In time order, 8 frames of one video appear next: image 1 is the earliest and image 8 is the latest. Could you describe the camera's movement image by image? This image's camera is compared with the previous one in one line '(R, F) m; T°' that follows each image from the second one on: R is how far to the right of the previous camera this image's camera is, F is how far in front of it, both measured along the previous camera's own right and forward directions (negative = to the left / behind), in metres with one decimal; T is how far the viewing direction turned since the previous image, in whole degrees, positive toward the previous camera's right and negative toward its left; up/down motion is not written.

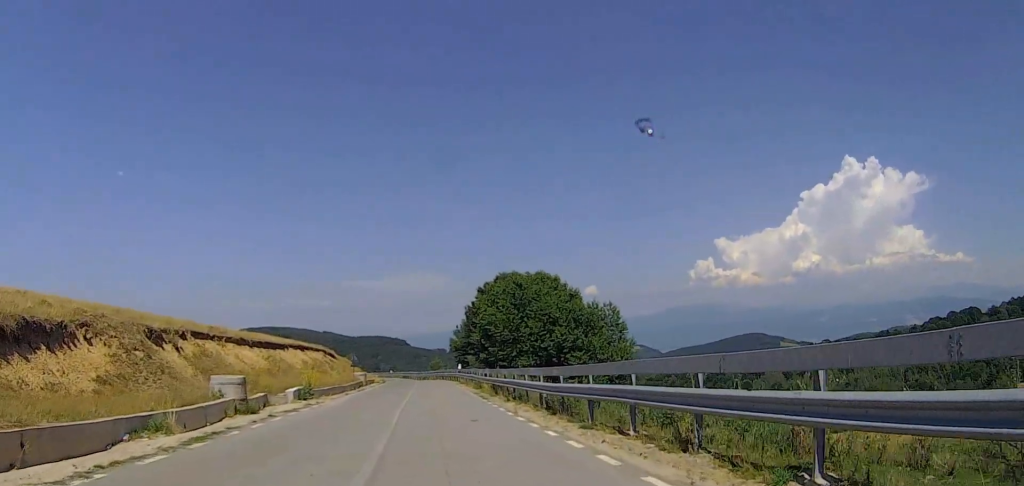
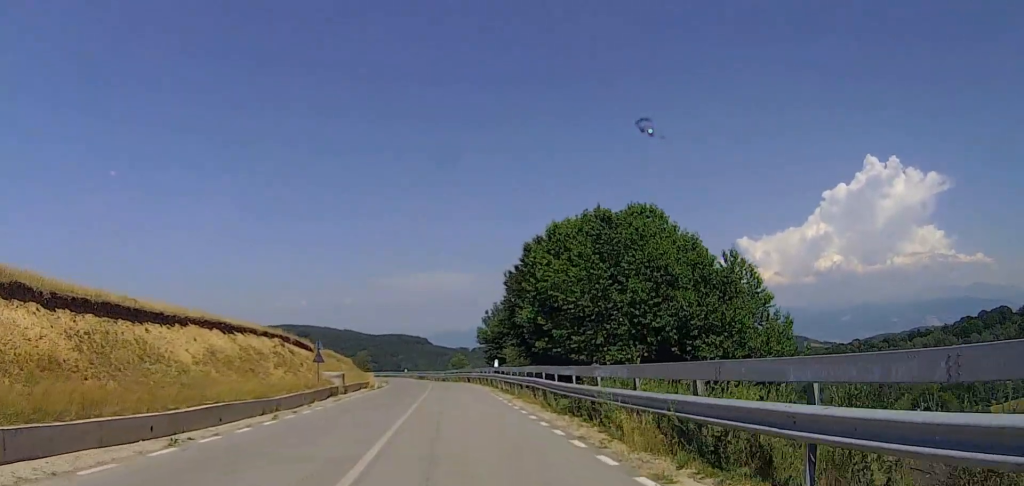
(-1.5, +23.2) m; -7°
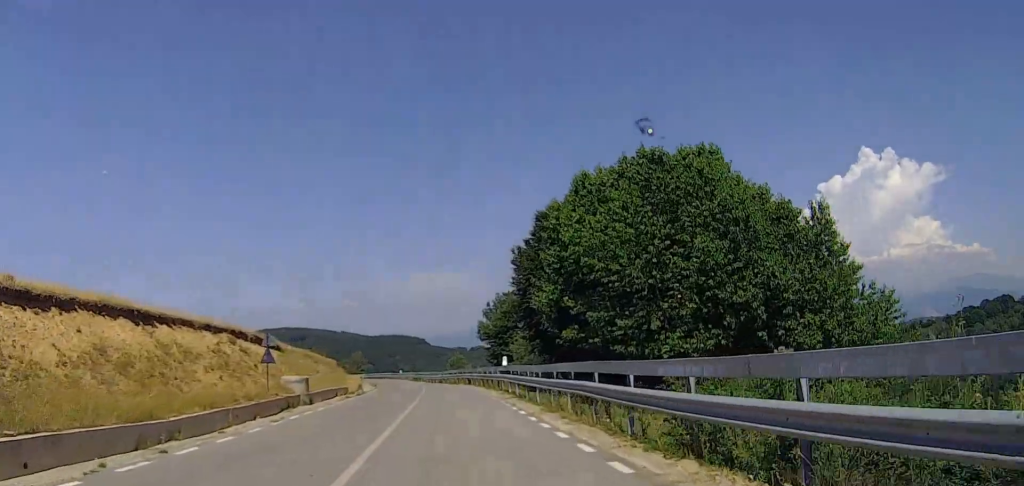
(+0.1, +9.0) m; +1°
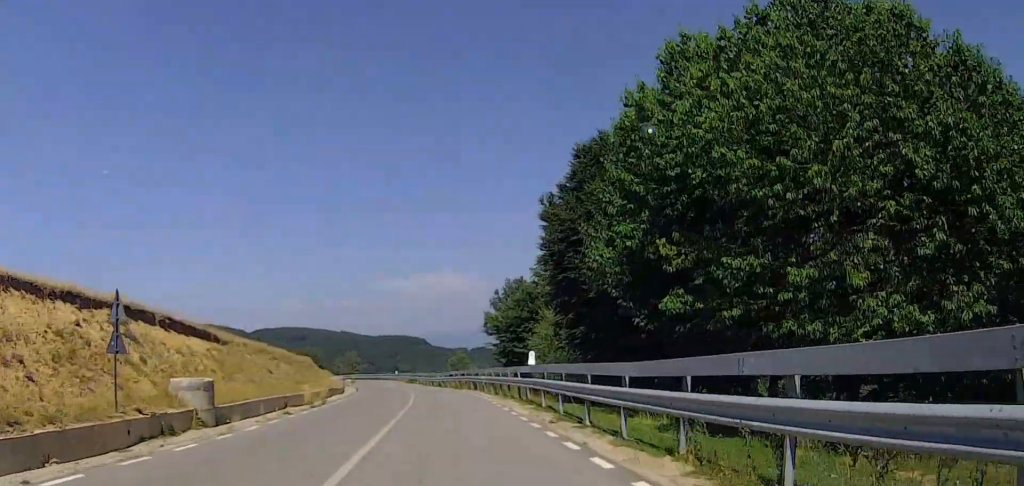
(+0.4, +11.4) m; +2°
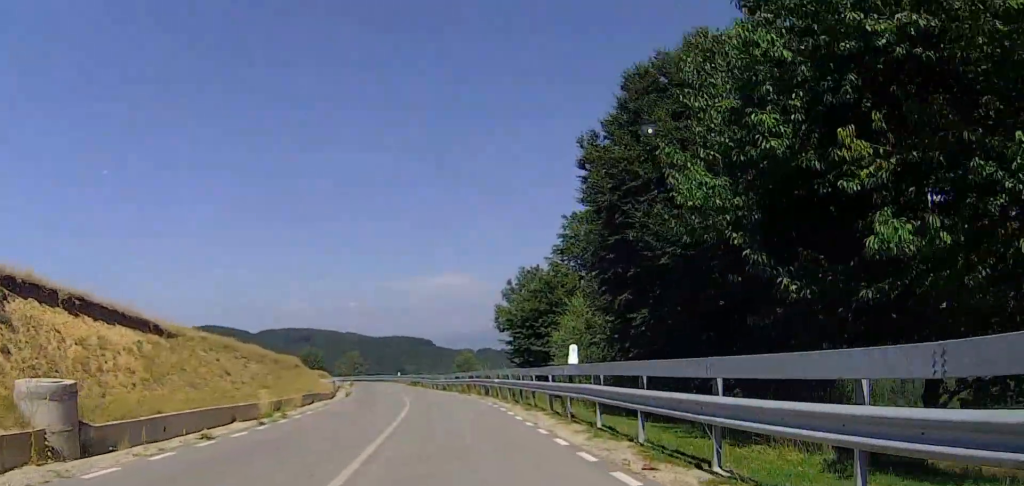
(0.0, +7.3) m; 0°
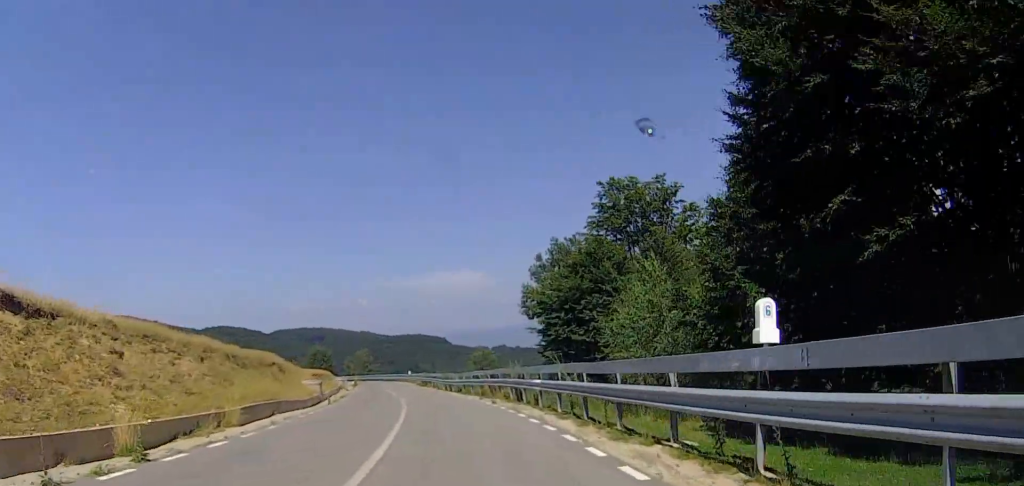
(0.0, +9.7) m; 0°
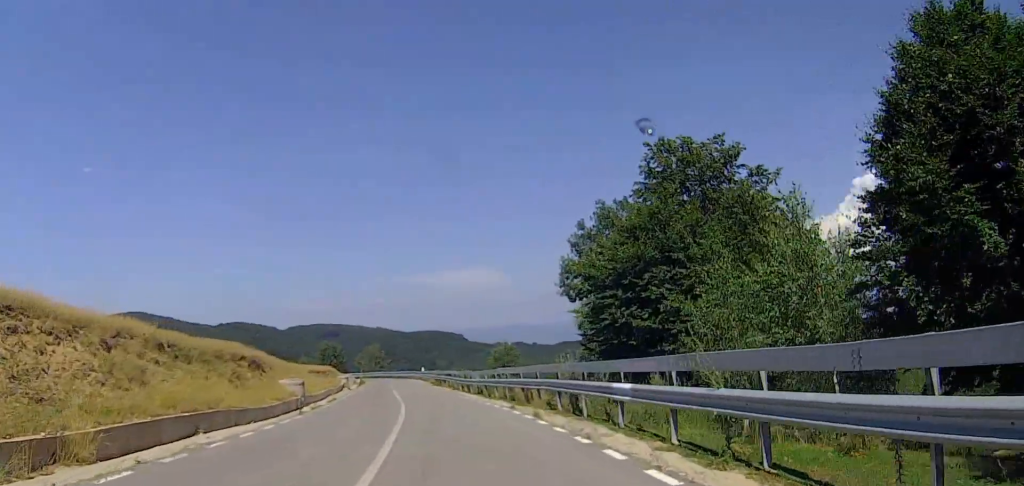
(0.0, +8.3) m; 0°
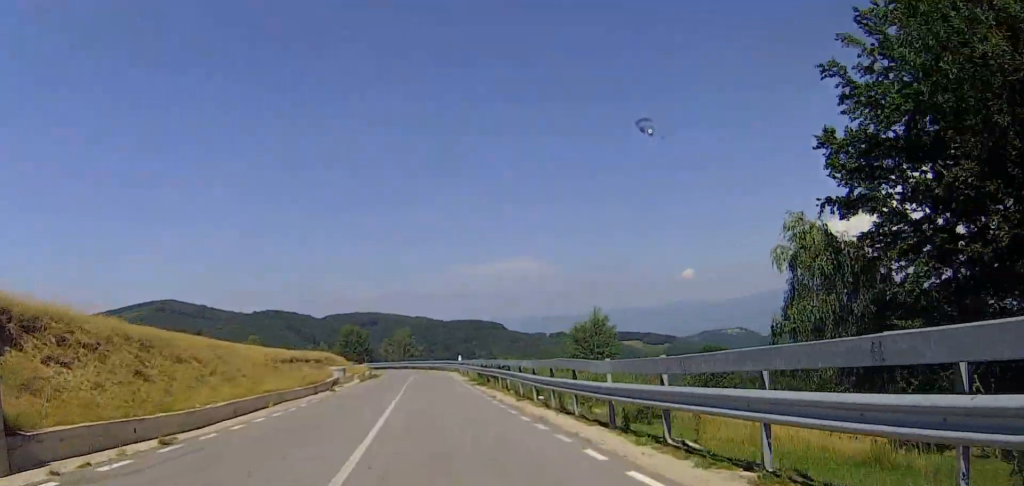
(-0.7, +24.1) m; -4°
